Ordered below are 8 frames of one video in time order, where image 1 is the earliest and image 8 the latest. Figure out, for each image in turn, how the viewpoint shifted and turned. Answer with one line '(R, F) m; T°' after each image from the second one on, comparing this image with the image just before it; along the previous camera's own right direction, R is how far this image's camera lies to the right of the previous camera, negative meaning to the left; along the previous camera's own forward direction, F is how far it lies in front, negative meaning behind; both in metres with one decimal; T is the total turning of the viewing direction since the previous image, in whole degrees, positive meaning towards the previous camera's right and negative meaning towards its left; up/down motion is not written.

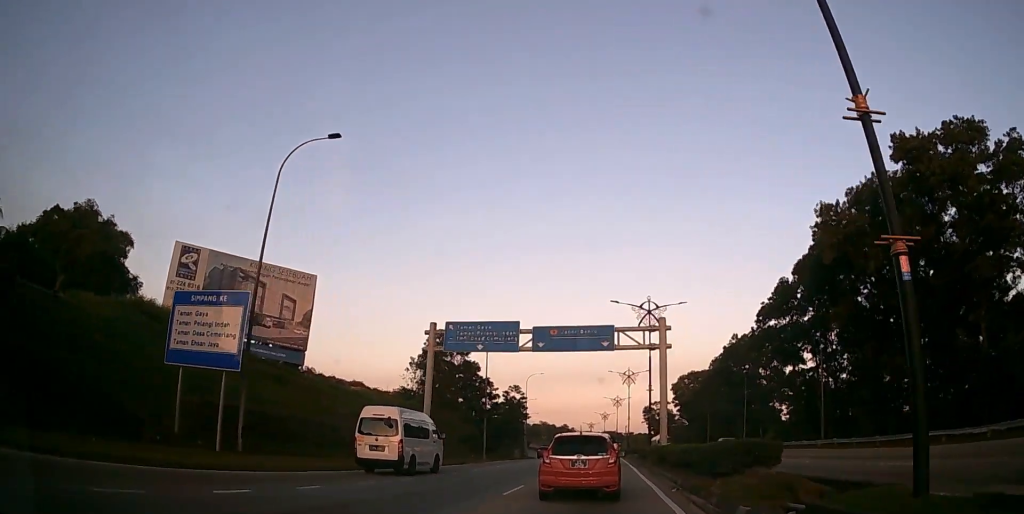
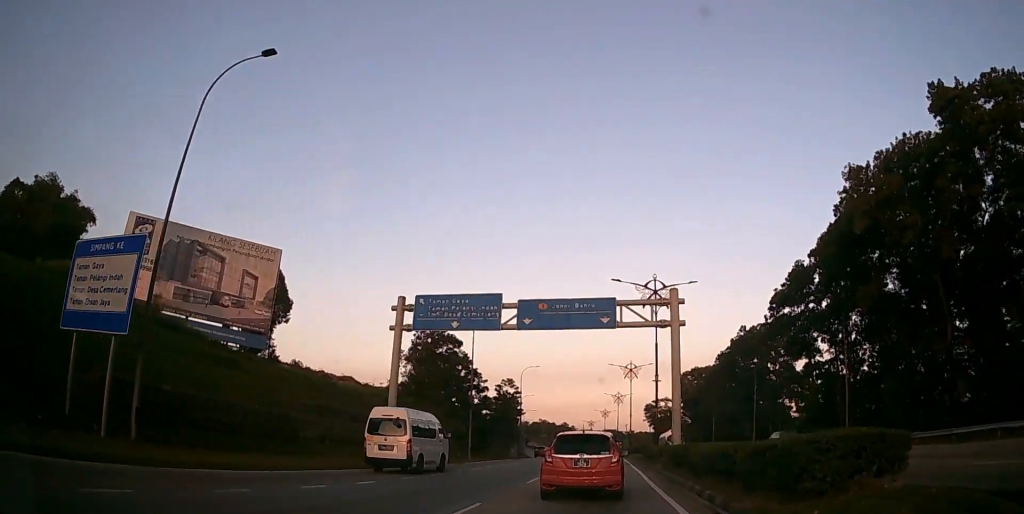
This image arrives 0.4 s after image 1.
(0.0, +5.4) m; 0°
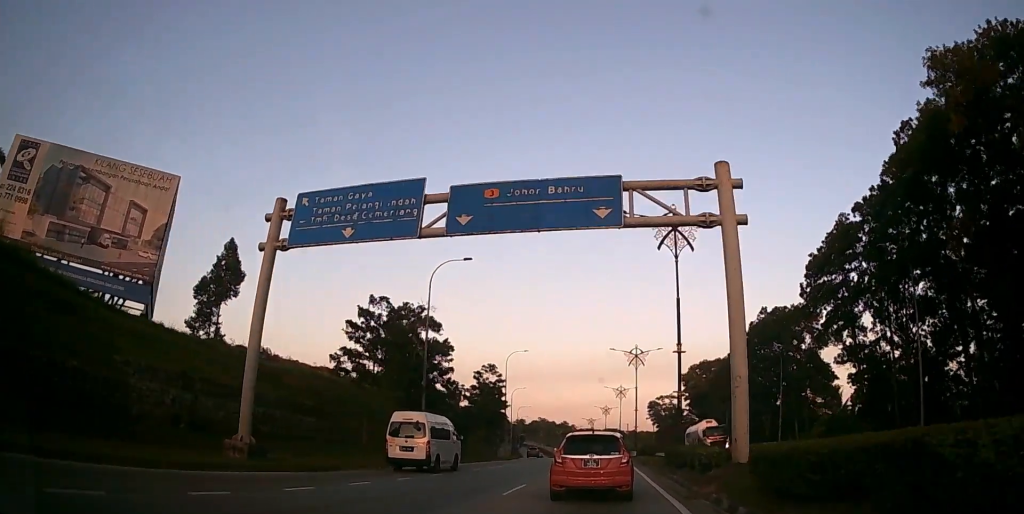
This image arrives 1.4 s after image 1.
(0.0, +12.2) m; 0°
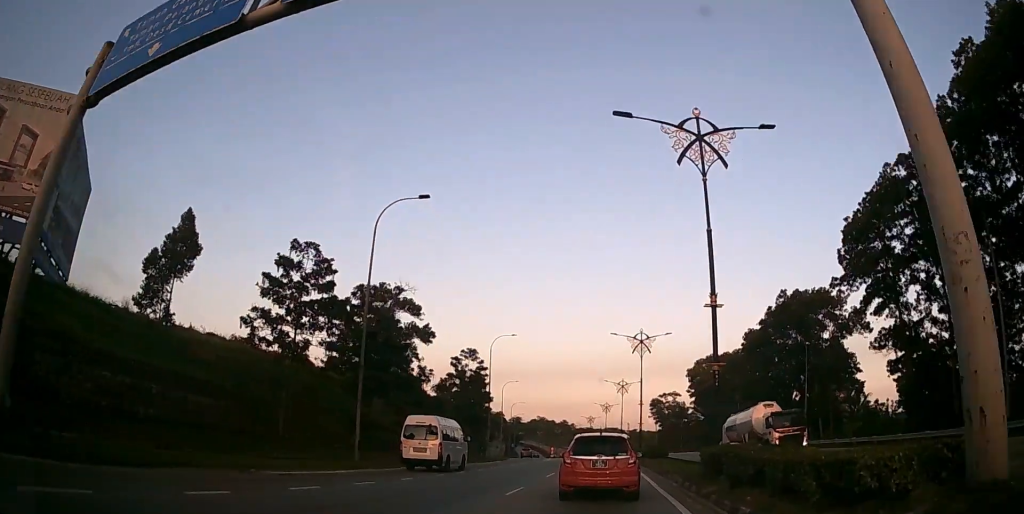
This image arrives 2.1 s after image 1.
(0.0, +9.1) m; 0°
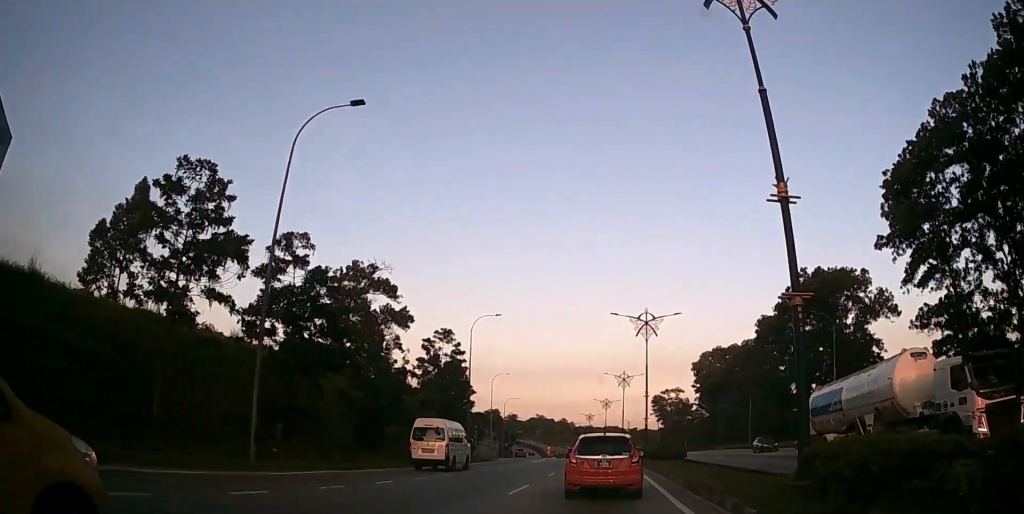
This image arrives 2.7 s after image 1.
(0.0, +7.6) m; 0°
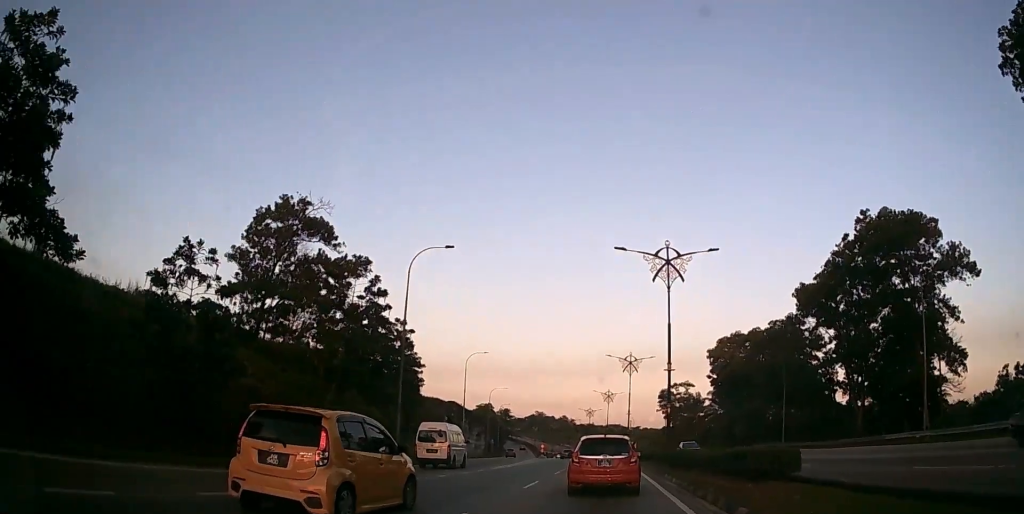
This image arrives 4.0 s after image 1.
(-0.1, +15.6) m; 0°
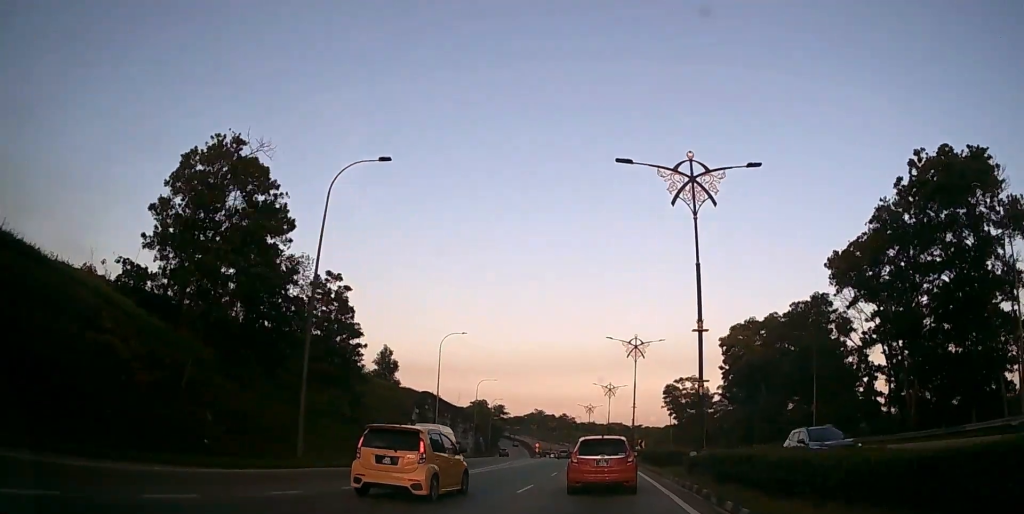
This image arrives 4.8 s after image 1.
(0.0, +9.9) m; 0°
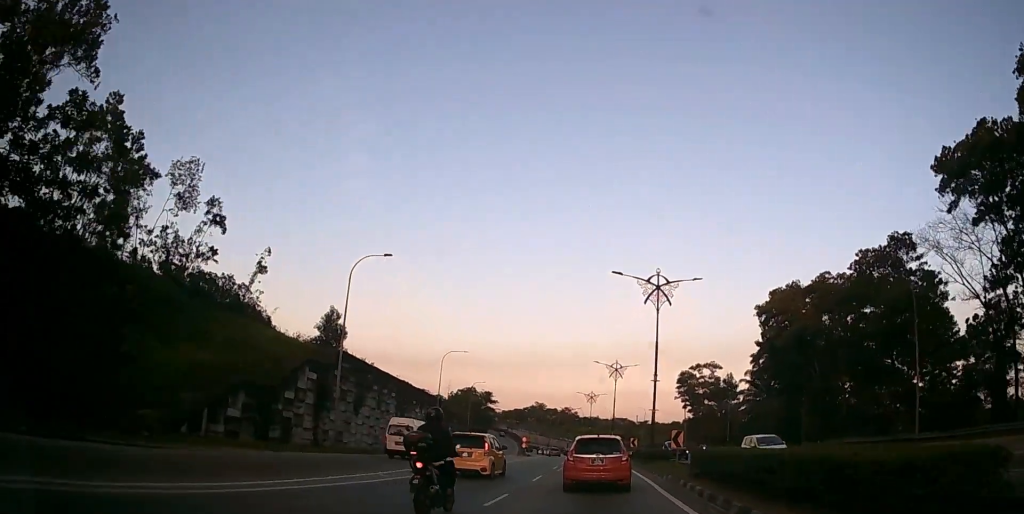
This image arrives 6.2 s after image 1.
(-0.1, +20.5) m; -1°
